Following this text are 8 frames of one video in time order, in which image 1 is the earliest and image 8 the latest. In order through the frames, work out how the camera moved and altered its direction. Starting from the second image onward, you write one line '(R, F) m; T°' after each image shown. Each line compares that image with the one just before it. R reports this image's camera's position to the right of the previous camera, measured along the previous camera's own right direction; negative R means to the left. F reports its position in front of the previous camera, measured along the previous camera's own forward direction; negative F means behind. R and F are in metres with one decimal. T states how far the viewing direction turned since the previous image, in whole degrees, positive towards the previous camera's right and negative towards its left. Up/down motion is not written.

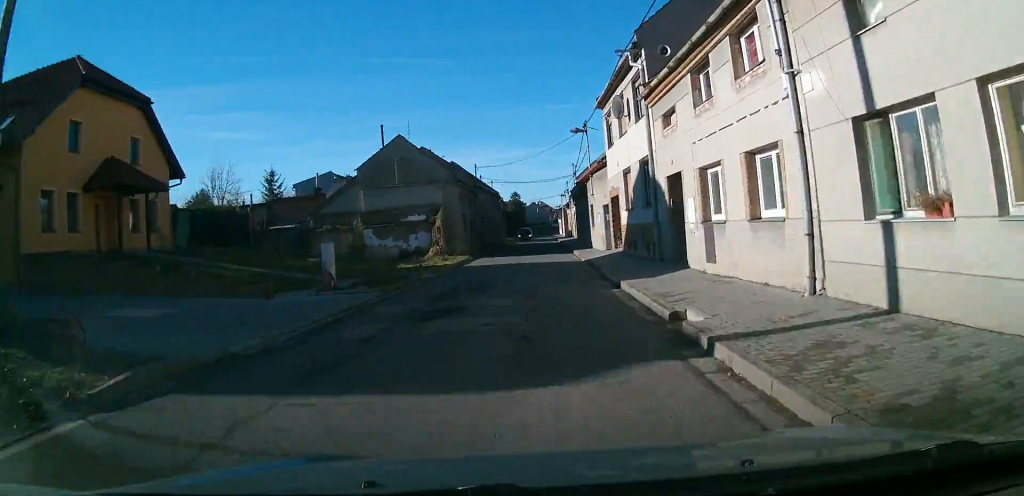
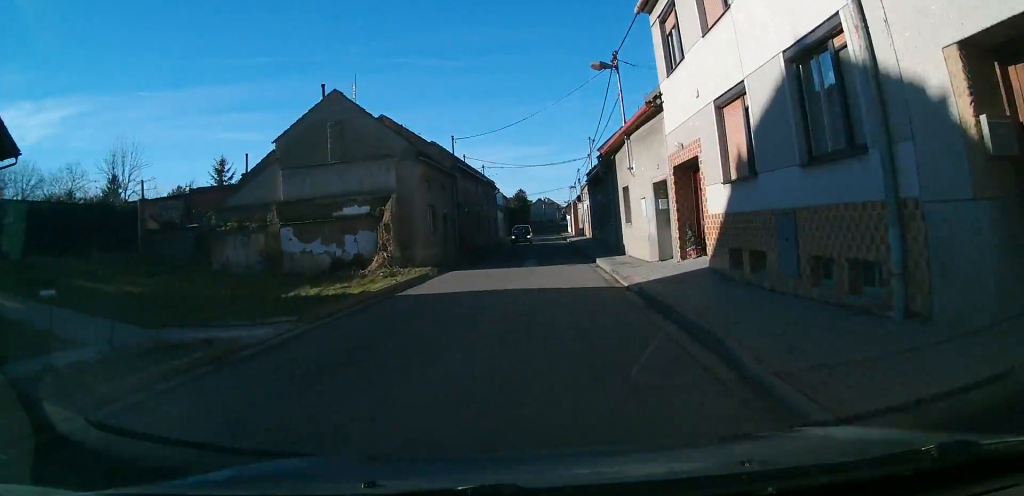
(+0.3, +12.6) m; 0°
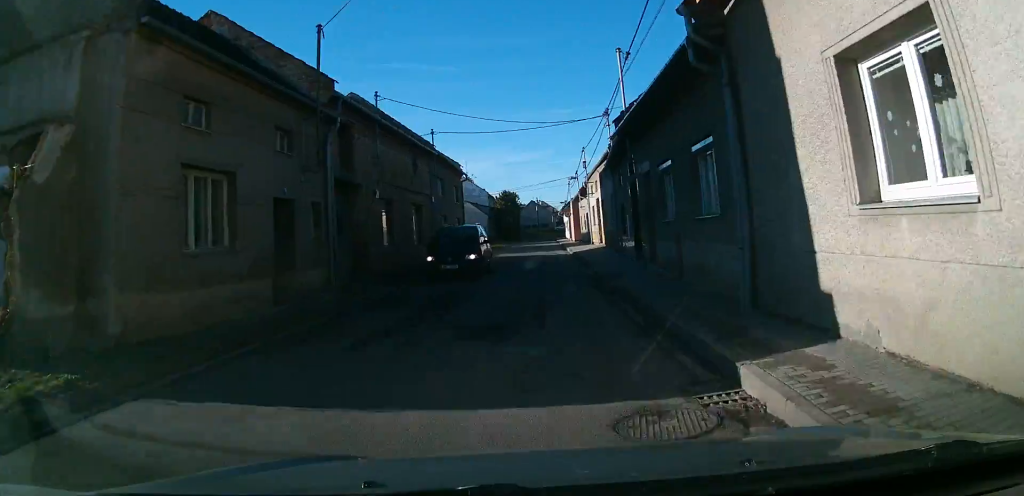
(-0.3, +17.4) m; -2°
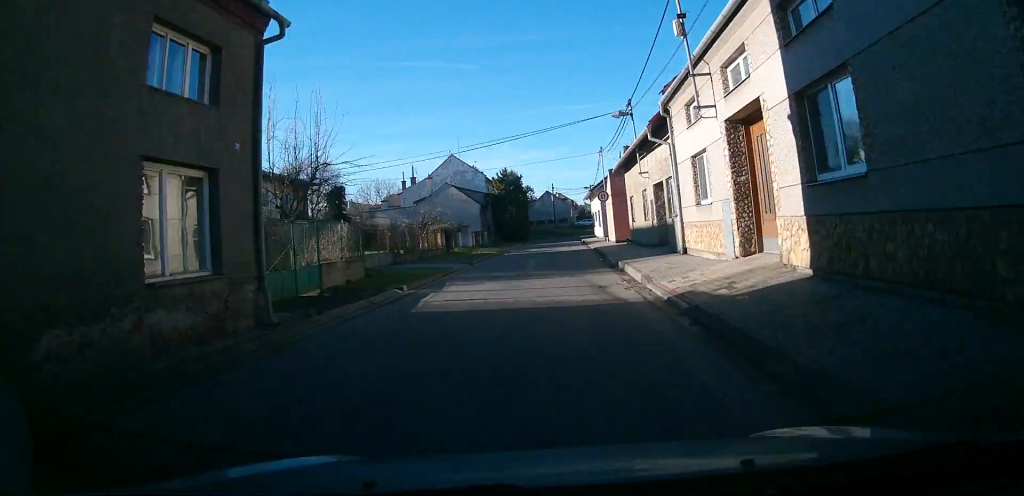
(-0.6, +26.9) m; -2°
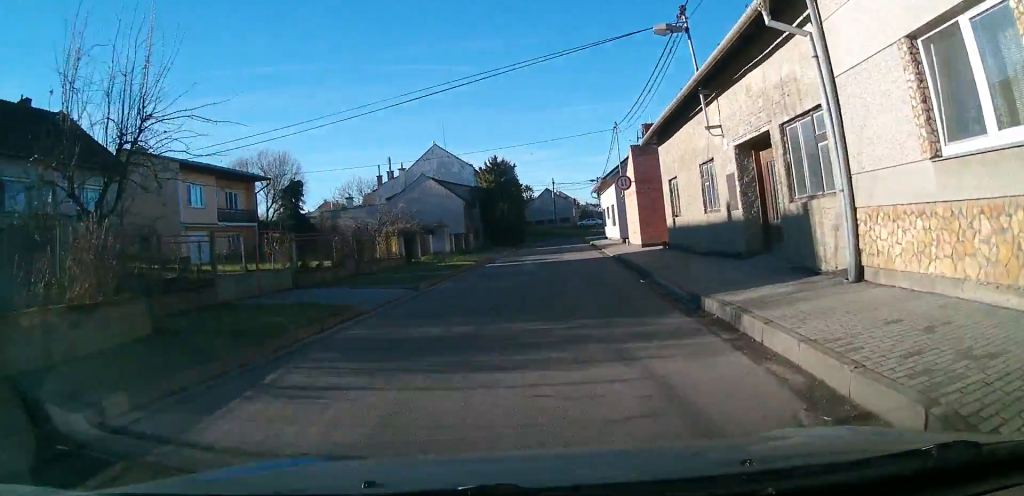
(0.0, +10.9) m; 0°
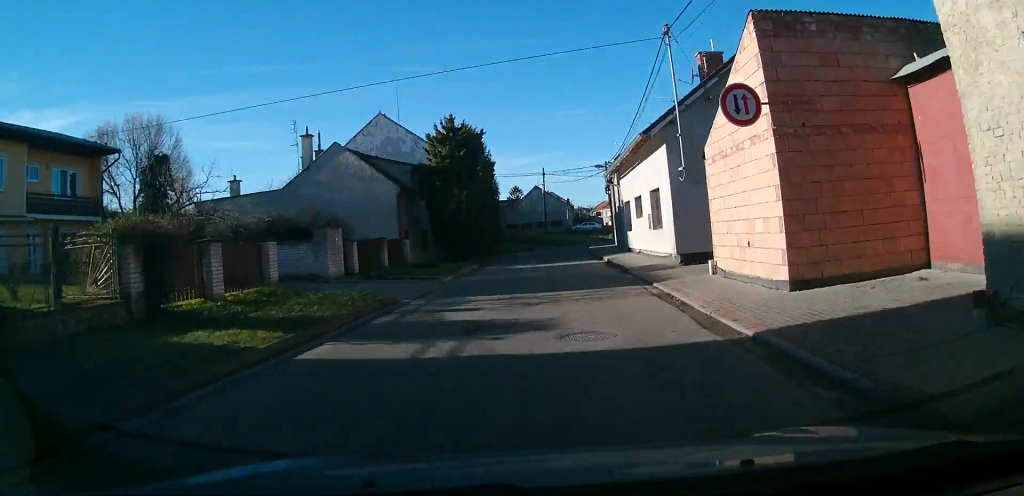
(+0.3, +18.4) m; +1°
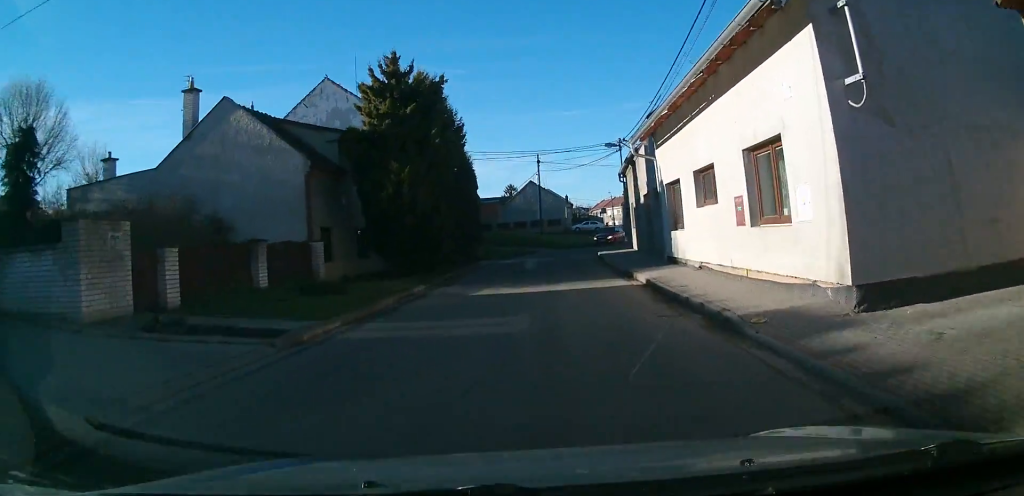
(0.0, +10.7) m; 0°
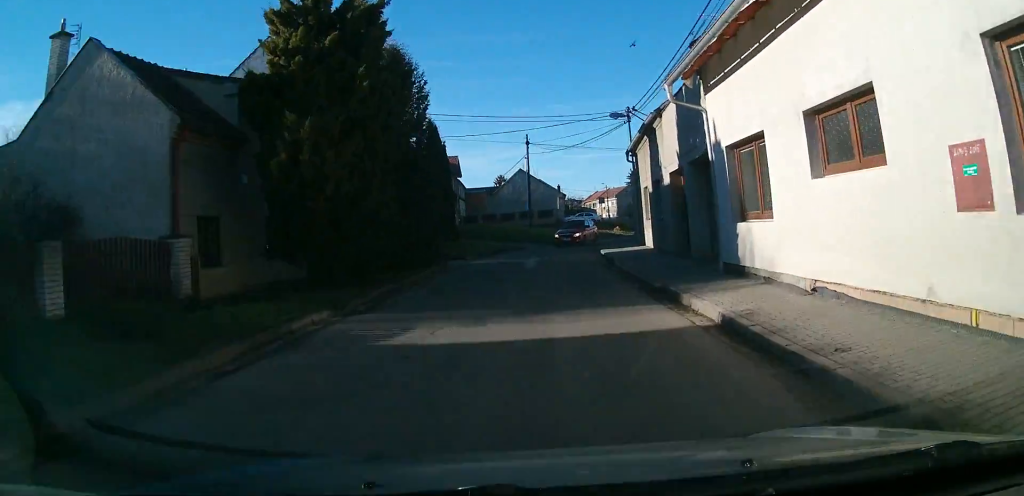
(-0.1, +6.9) m; 0°
